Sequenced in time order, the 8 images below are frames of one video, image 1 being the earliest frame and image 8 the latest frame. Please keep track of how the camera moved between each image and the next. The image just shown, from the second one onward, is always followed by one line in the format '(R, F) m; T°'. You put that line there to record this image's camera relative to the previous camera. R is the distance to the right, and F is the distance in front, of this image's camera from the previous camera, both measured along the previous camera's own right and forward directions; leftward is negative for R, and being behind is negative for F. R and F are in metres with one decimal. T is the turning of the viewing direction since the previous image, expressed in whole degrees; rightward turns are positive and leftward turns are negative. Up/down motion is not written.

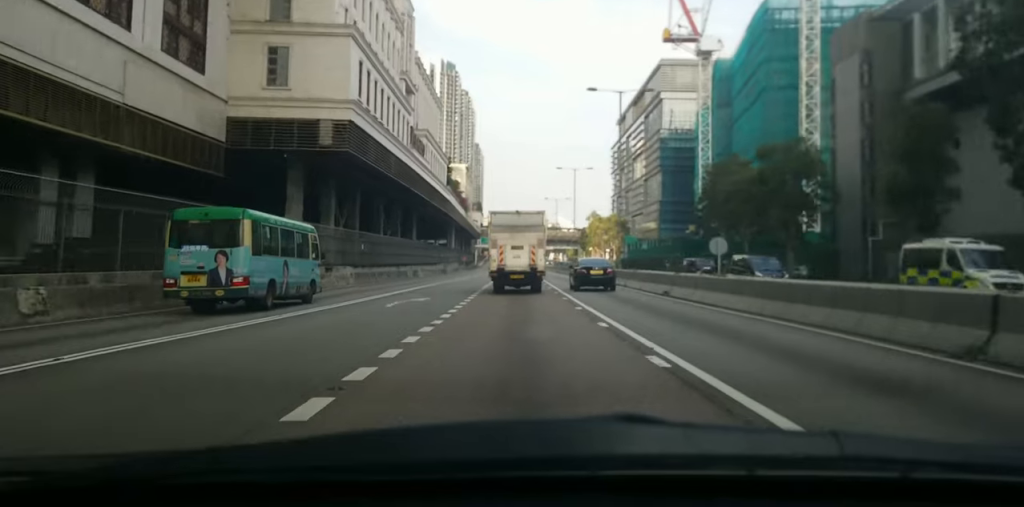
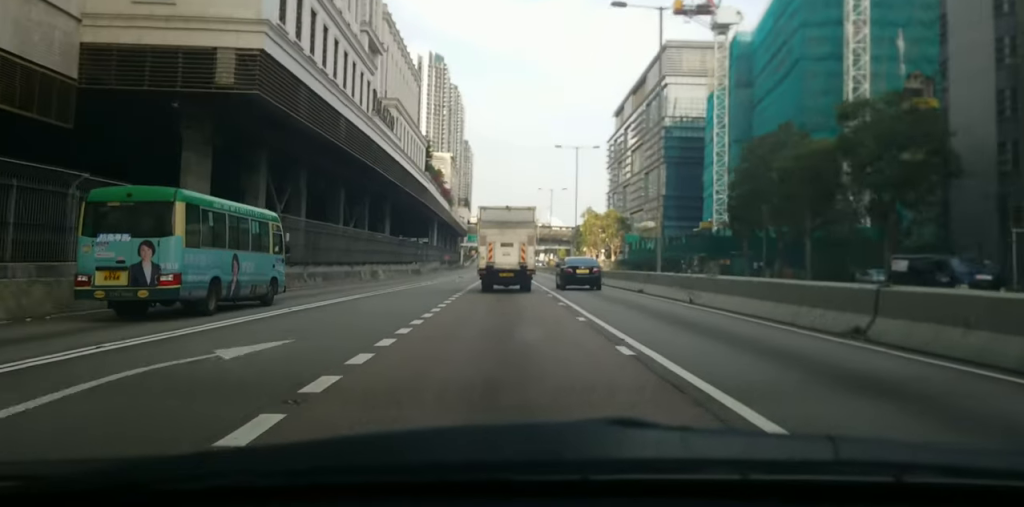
(-0.2, +16.9) m; 0°
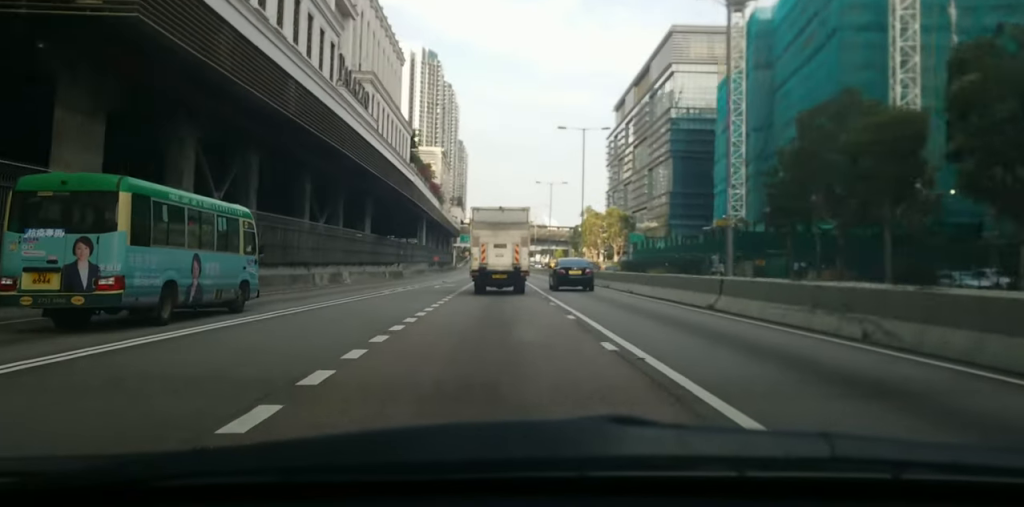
(+0.2, +11.3) m; +1°
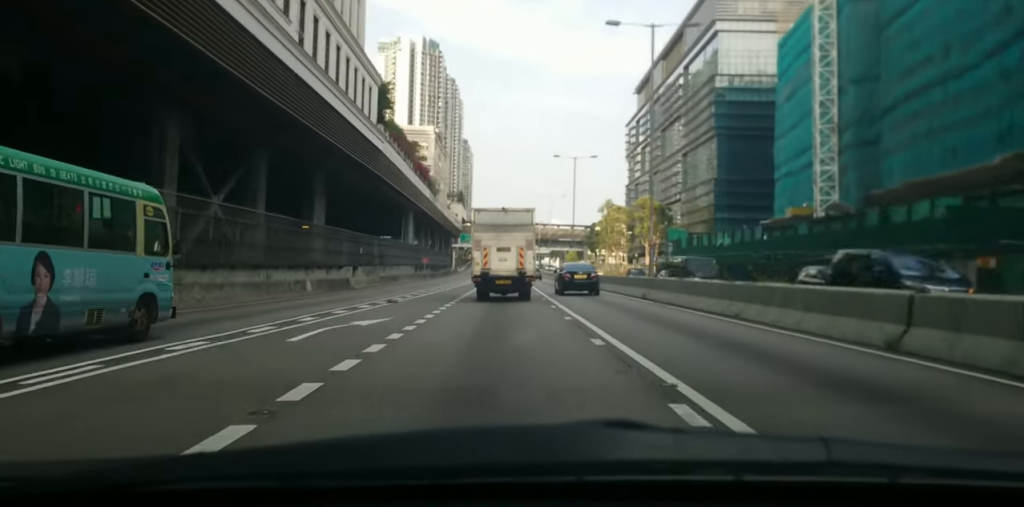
(+0.3, +28.3) m; +1°
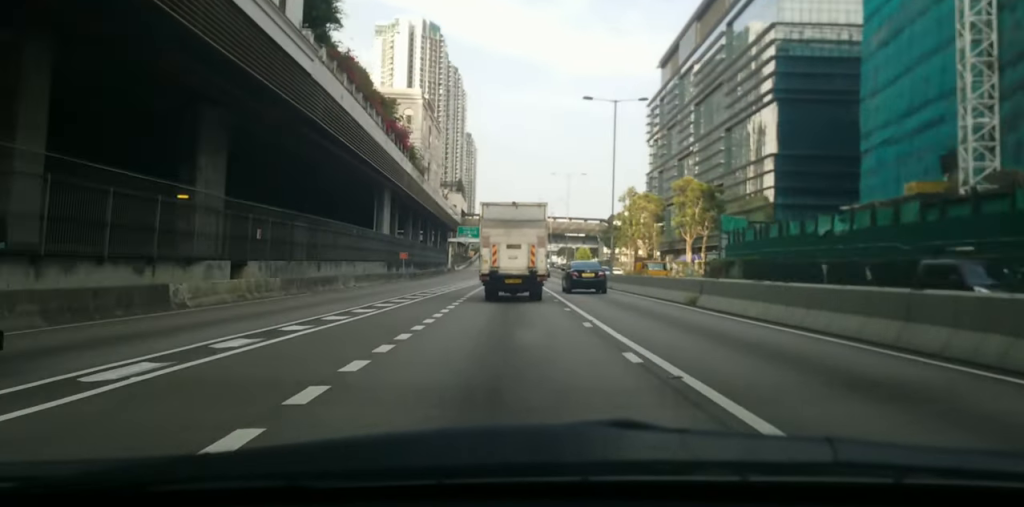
(+0.2, +26.4) m; 0°
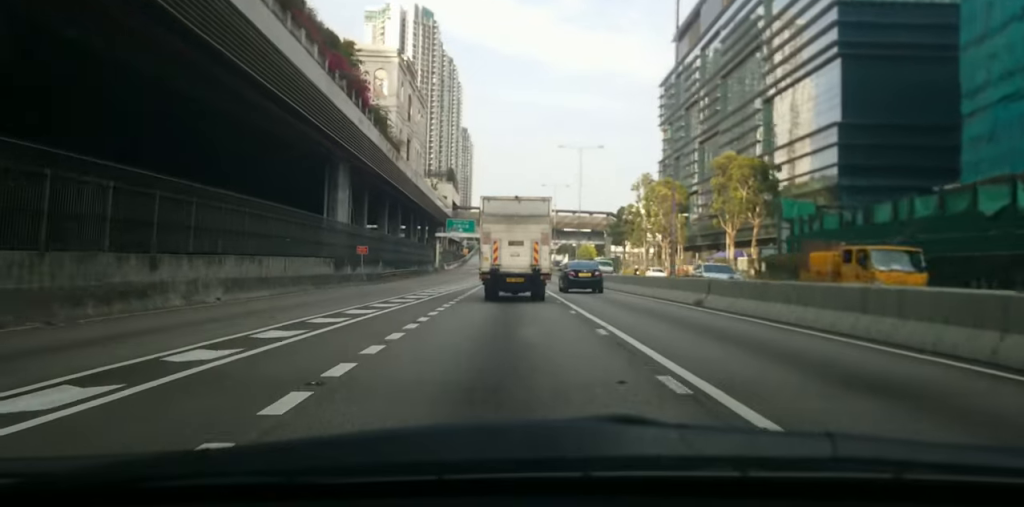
(0.0, +20.6) m; +1°
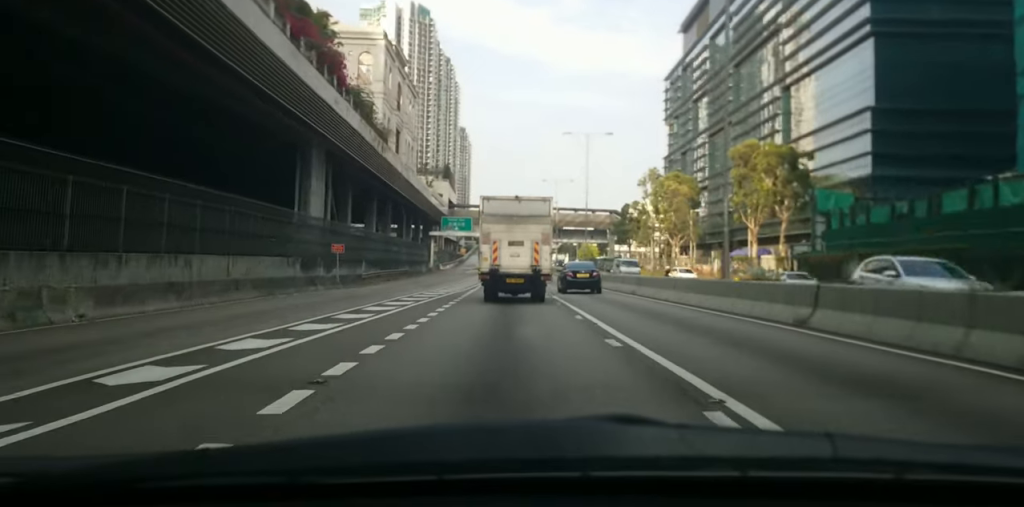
(+0.2, +7.8) m; 0°
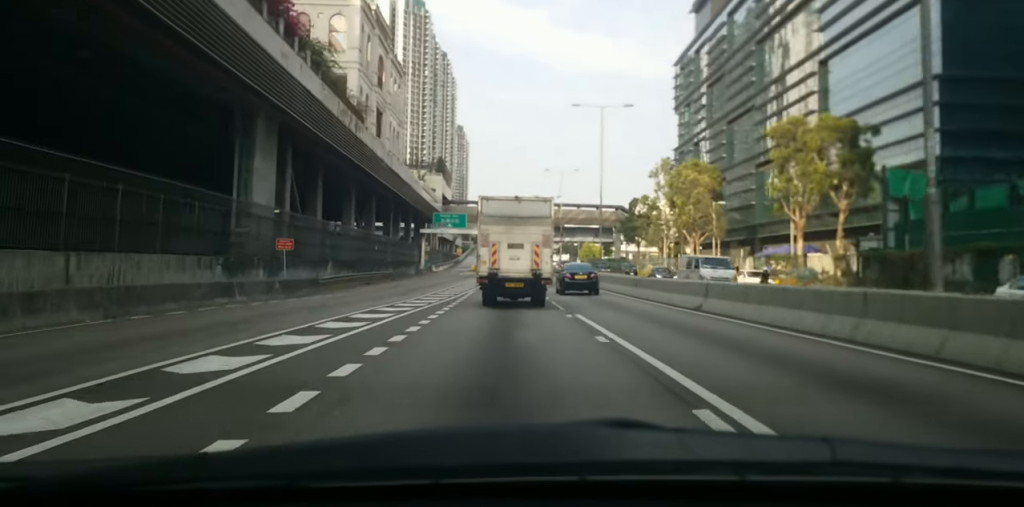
(0.0, +11.7) m; 0°
